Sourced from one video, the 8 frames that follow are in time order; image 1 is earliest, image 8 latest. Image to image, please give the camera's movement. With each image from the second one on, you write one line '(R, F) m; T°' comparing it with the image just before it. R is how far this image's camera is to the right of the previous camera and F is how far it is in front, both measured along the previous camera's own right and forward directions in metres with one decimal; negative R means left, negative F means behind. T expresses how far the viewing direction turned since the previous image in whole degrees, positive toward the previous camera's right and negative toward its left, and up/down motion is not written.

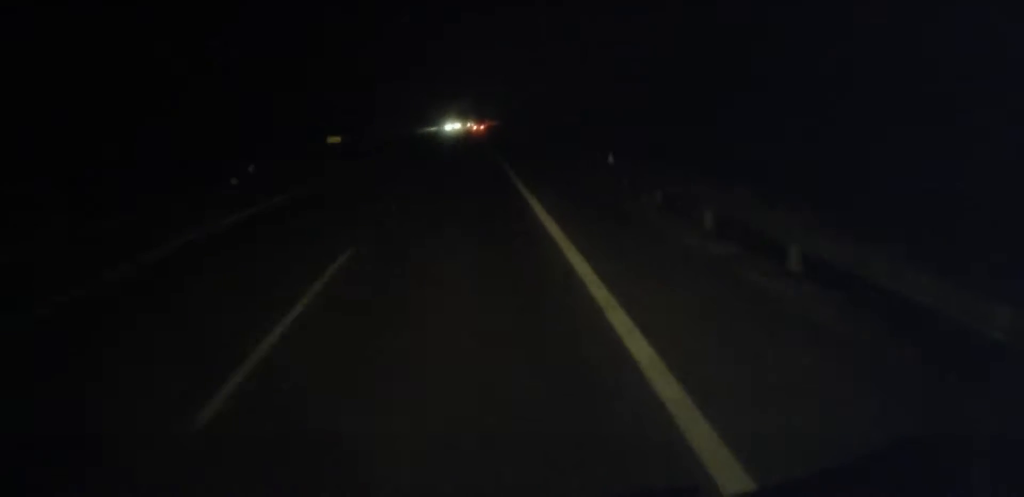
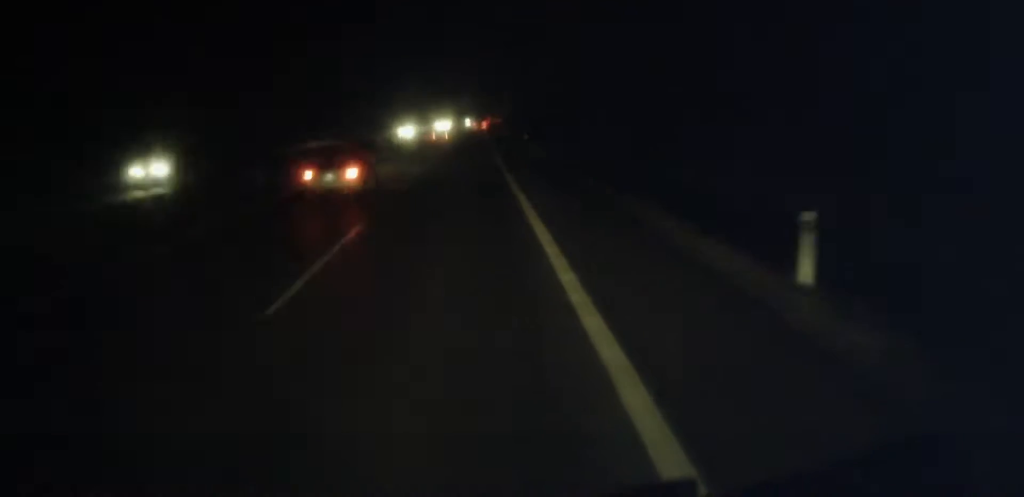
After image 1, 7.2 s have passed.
(+1.5, +169.4) m; +1°
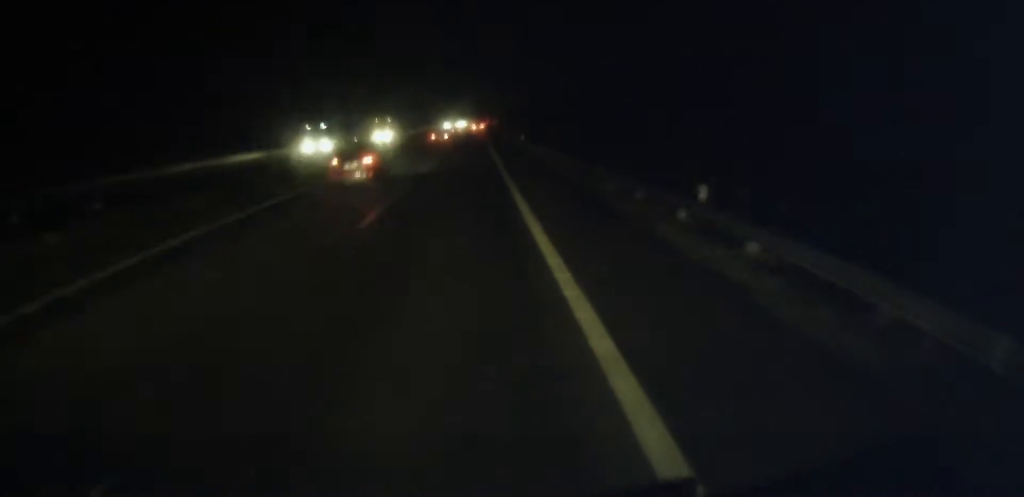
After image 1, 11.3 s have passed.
(+0.1, +97.4) m; 0°
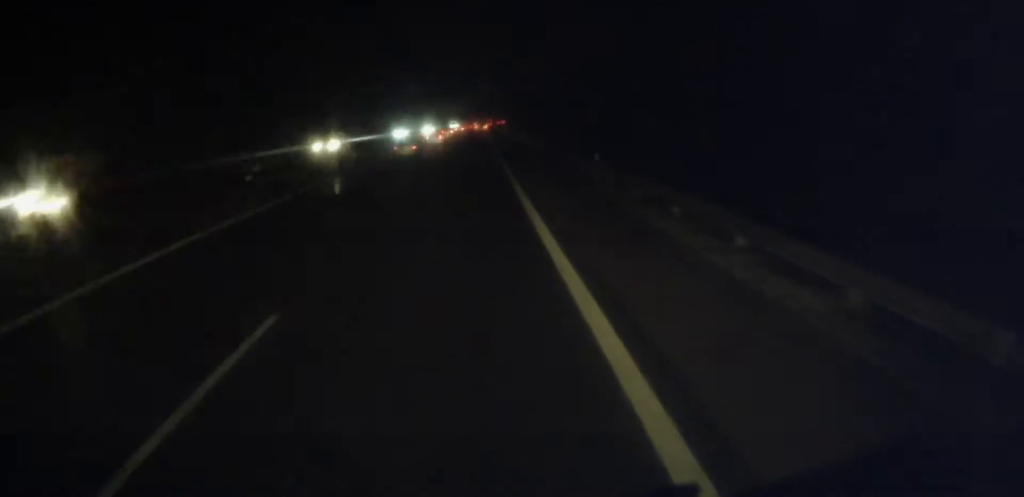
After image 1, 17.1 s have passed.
(+0.8, +135.2) m; +1°
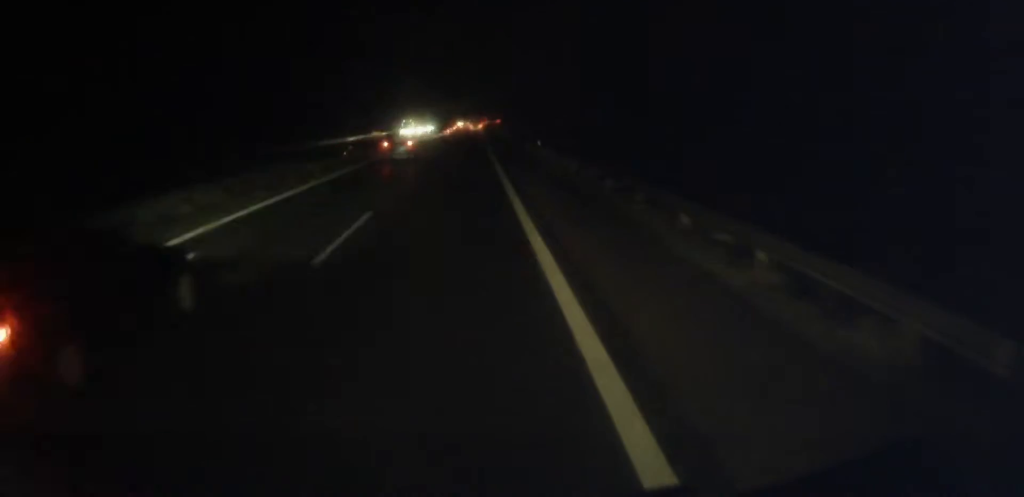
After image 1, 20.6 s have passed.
(+0.5, +81.8) m; 0°
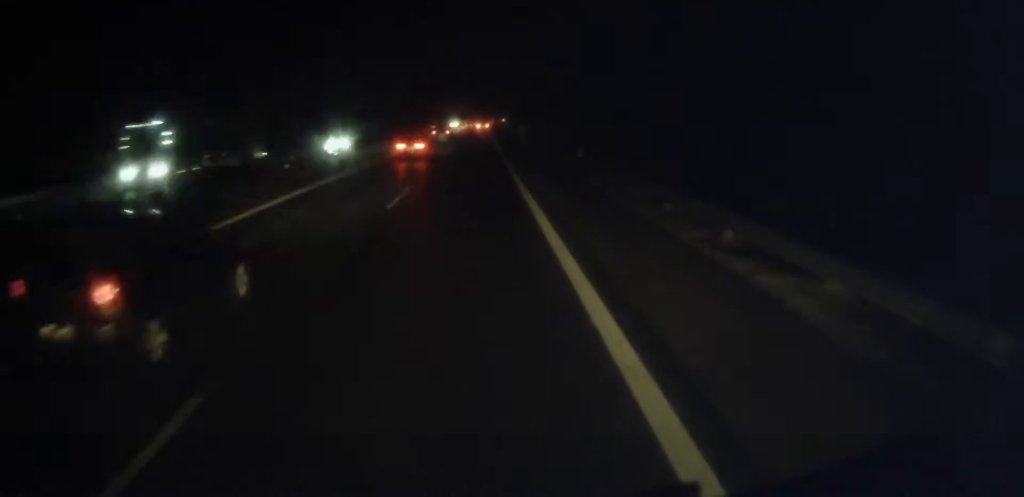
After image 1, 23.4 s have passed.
(+0.1, +66.0) m; 0°
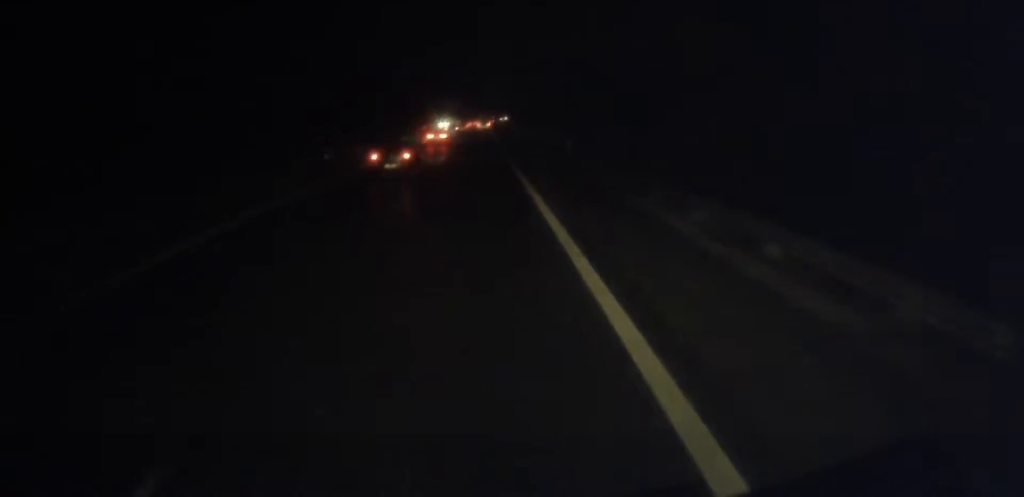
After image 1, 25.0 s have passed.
(-0.2, +37.8) m; 0°
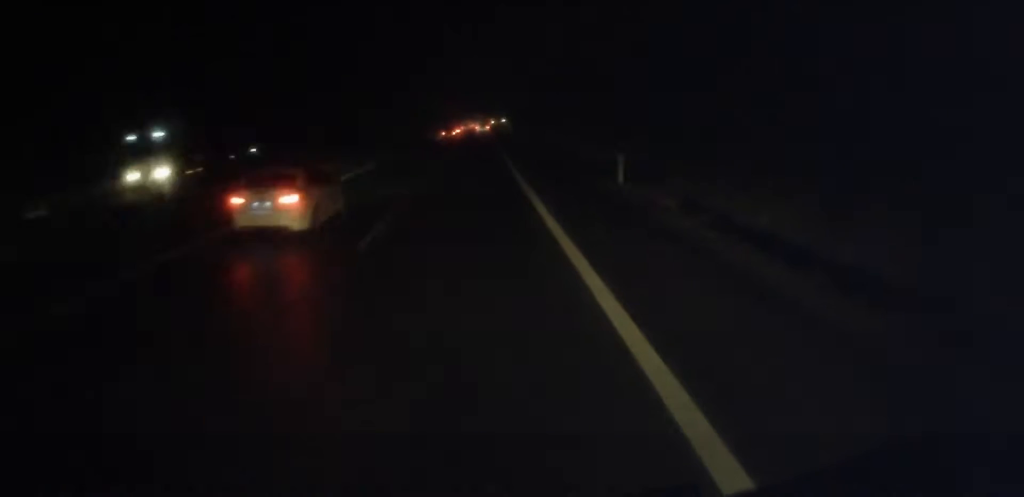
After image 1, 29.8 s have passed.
(+0.6, +113.2) m; +1°
